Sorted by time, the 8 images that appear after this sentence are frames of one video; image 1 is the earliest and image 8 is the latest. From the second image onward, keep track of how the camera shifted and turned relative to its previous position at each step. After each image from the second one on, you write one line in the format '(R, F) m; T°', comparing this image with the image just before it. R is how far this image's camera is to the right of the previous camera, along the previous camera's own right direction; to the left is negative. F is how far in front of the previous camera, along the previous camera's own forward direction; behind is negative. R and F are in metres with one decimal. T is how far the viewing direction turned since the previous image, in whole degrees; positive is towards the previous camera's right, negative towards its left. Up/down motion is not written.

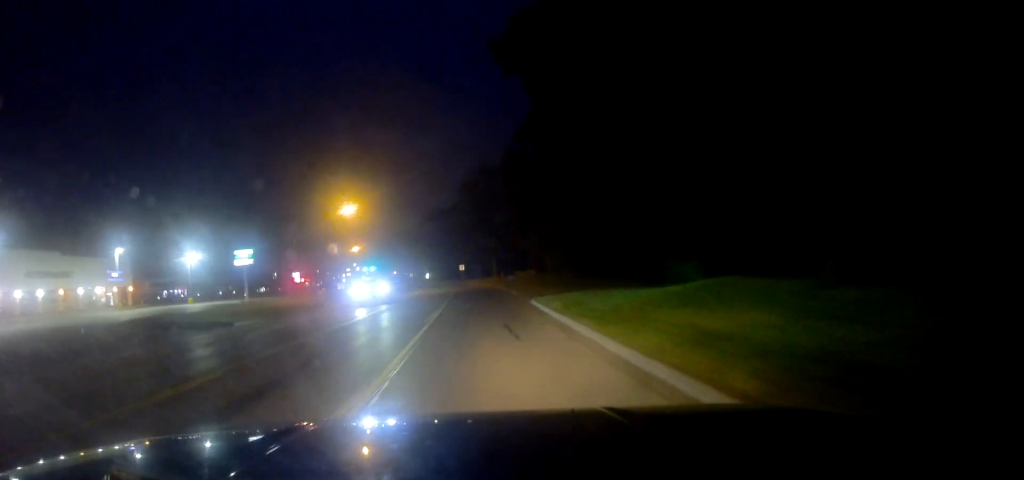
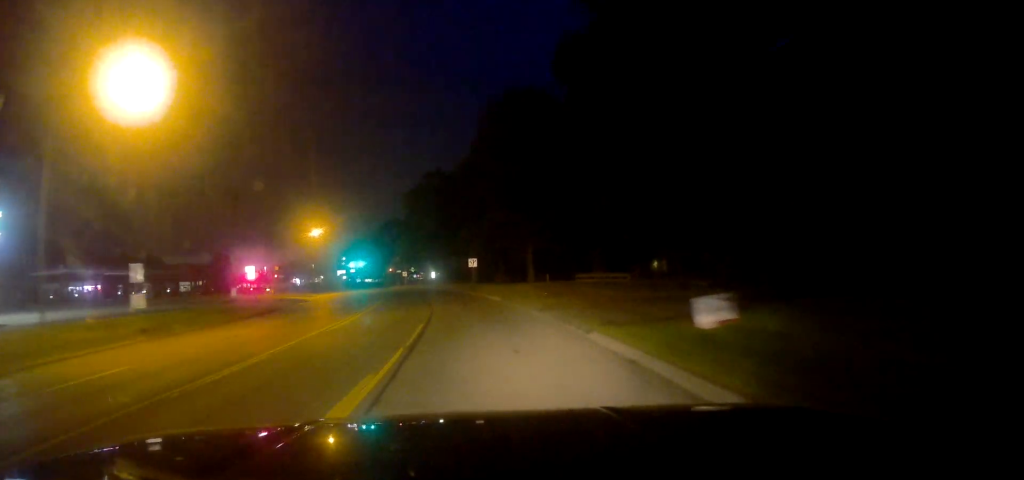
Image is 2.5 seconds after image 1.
(-0.7, +42.8) m; -3°
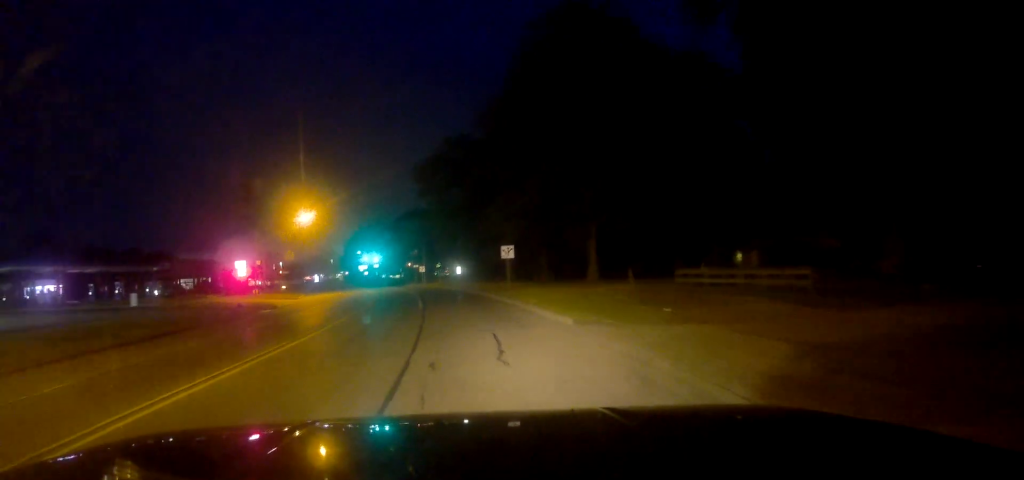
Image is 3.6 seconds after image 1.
(-0.2, +17.9) m; -1°
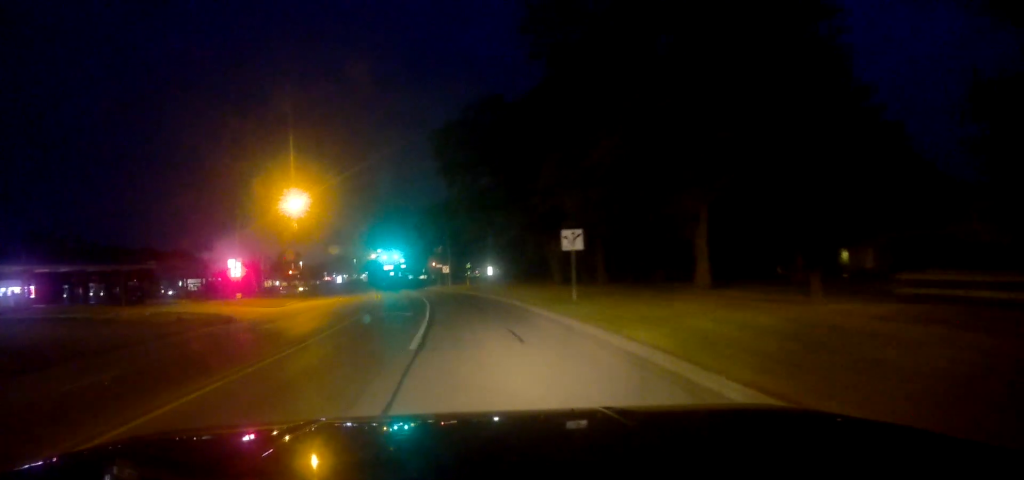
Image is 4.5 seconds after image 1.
(0.0, +14.3) m; -3°
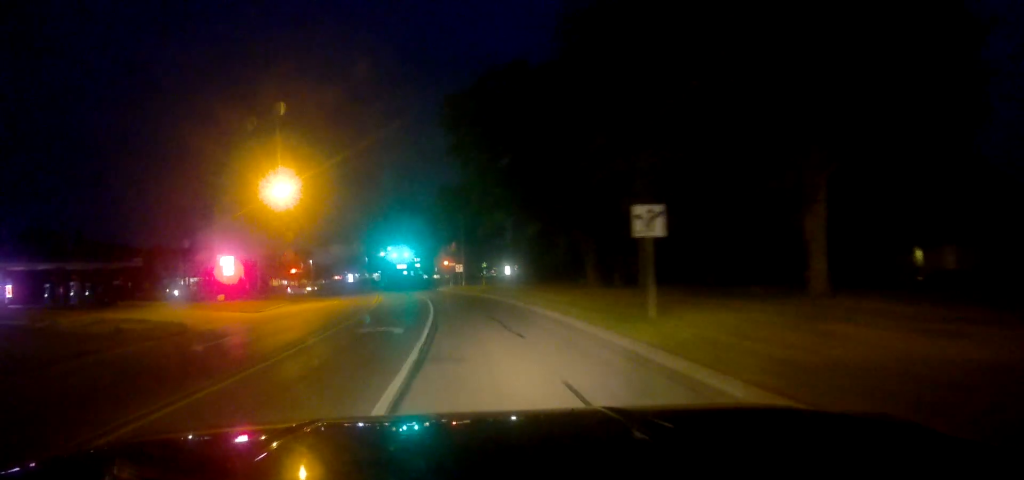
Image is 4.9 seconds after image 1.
(+0.3, +7.6) m; -3°
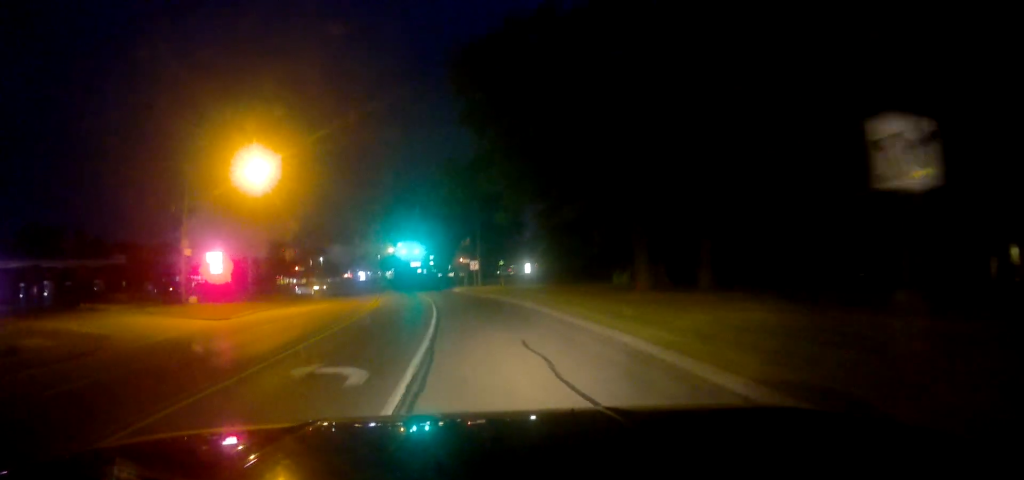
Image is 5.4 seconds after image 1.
(-0.8, +8.3) m; -1°
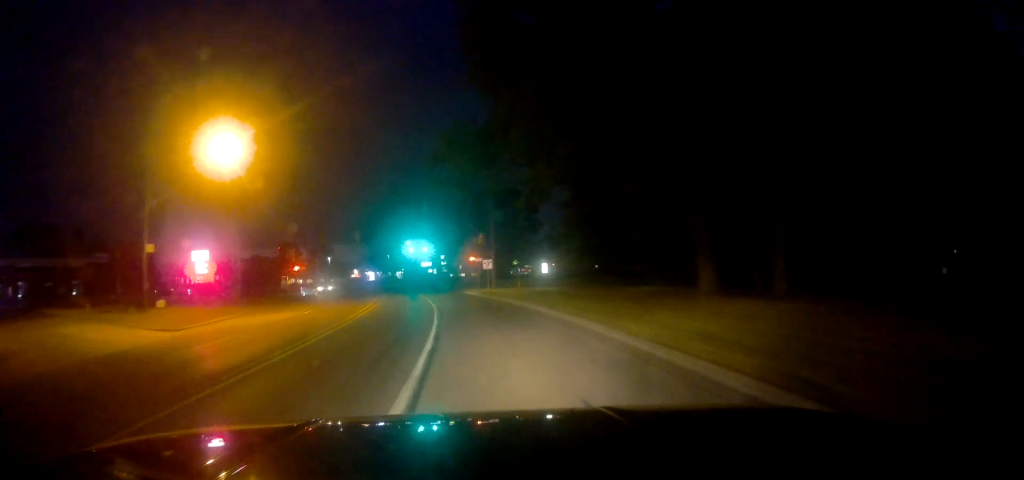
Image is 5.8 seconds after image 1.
(-0.5, +6.6) m; -1°
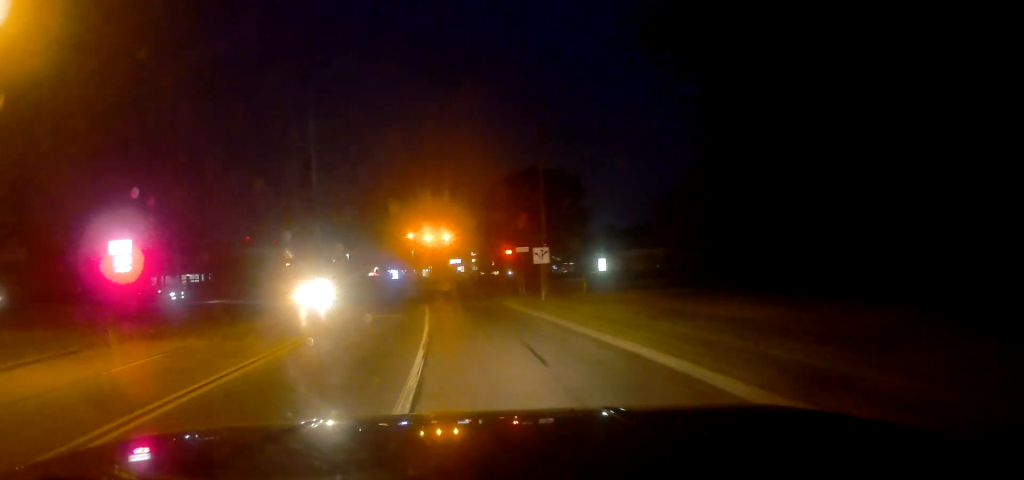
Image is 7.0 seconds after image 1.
(+0.7, +20.5) m; -3°
